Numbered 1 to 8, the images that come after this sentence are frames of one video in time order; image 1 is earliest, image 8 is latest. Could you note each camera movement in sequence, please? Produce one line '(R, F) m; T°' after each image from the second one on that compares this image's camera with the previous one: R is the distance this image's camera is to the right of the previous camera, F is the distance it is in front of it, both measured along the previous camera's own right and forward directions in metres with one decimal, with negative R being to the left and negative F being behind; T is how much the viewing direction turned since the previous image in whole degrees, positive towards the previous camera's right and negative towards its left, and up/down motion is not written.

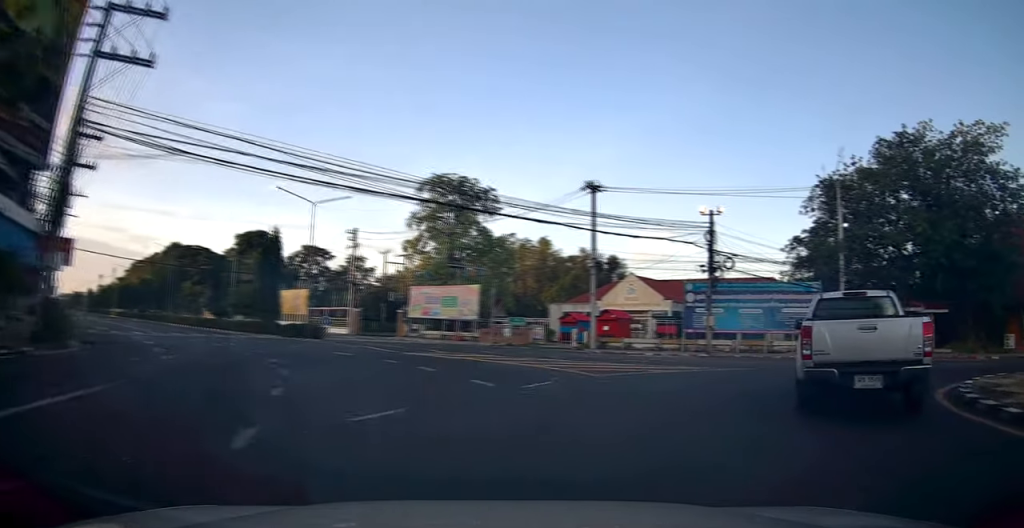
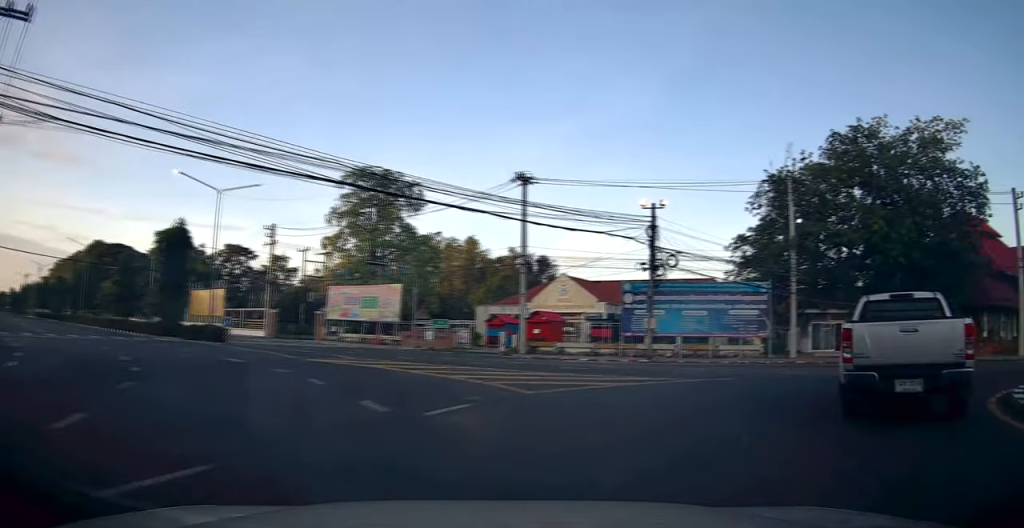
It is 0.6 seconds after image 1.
(+0.2, +3.3) m; +7°
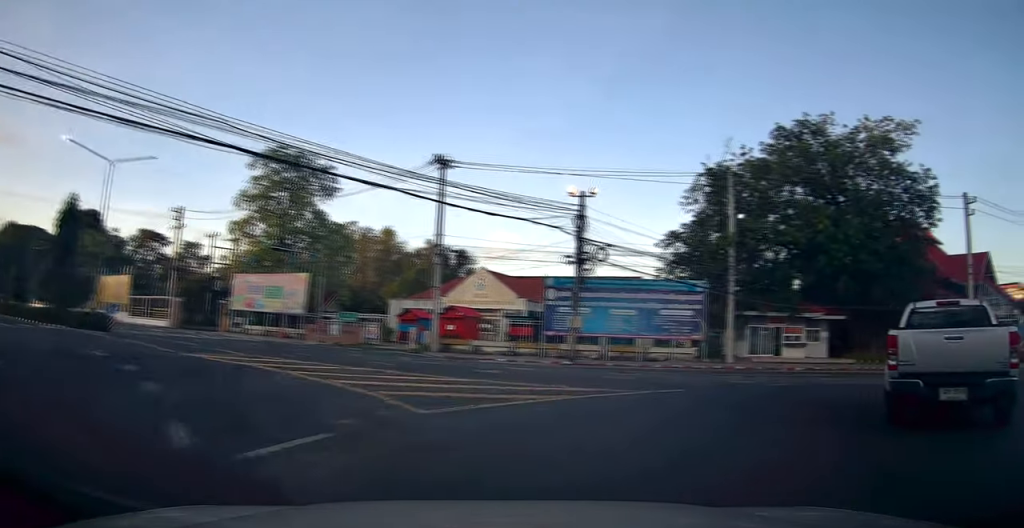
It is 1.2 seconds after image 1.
(+0.3, +3.2) m; +7°
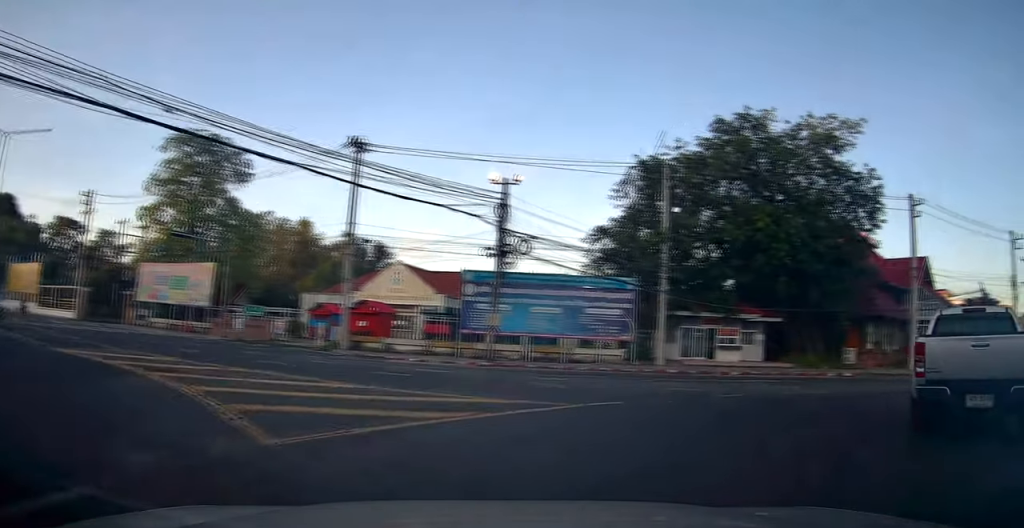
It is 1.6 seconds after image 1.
(+0.1, +2.5) m; +7°
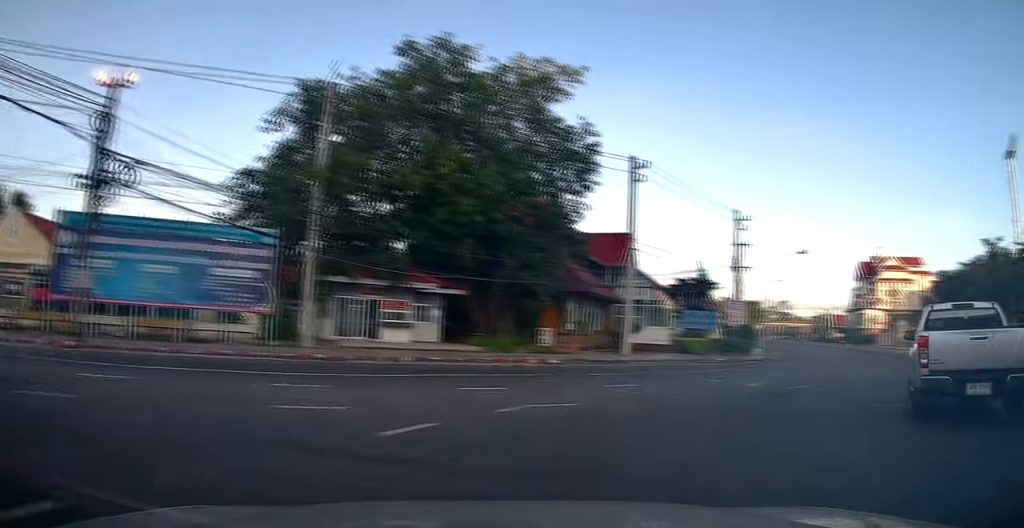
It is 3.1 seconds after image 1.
(+1.9, +7.6) m; +32°
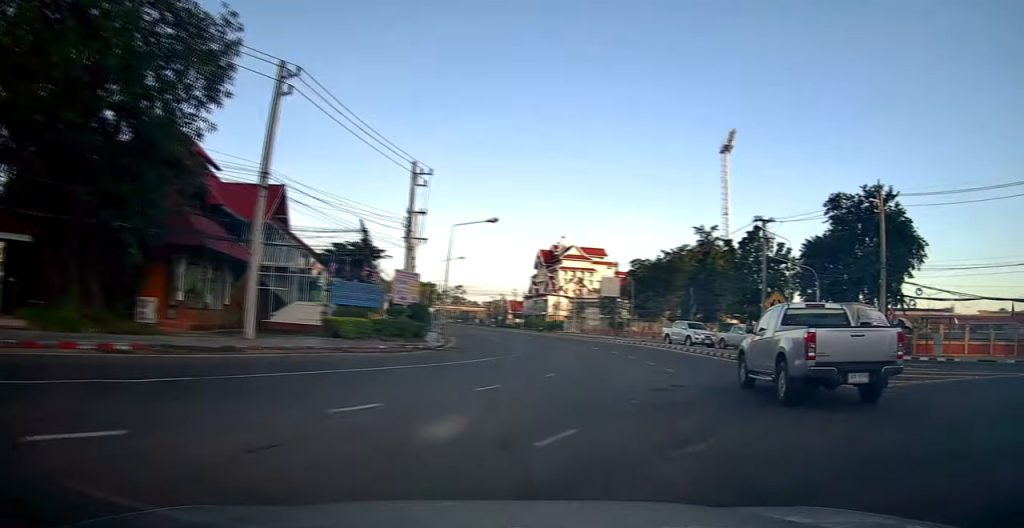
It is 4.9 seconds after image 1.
(+3.1, +9.2) m; +32°
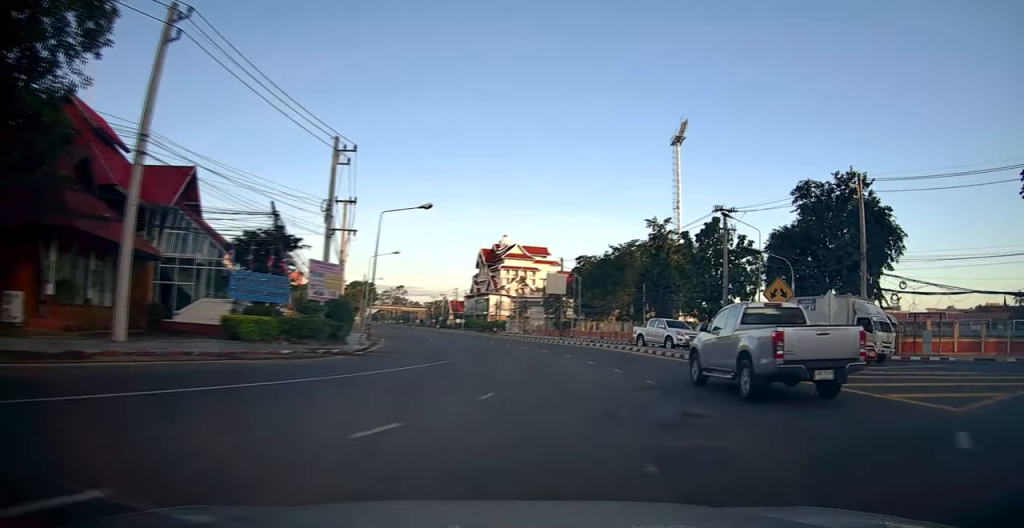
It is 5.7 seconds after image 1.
(+0.5, +4.9) m; +8°
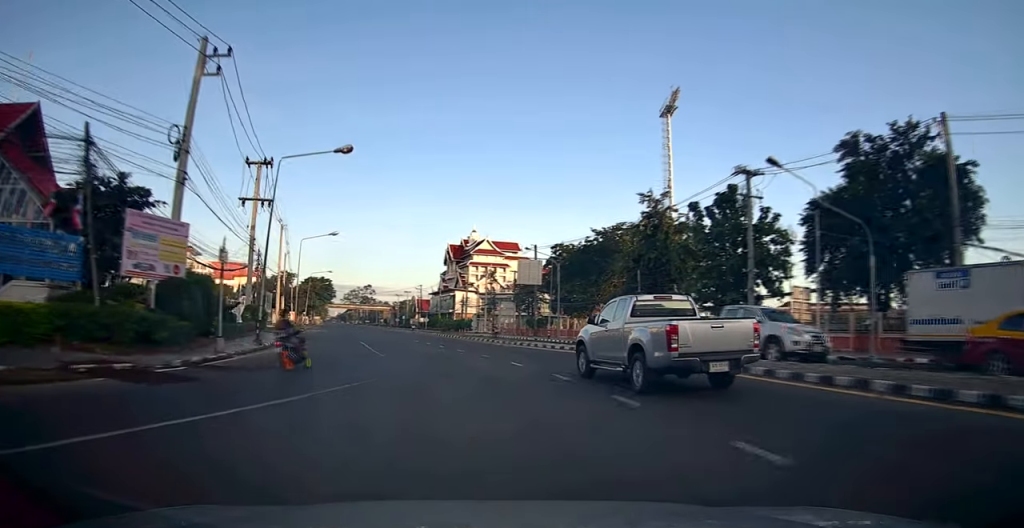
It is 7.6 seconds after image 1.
(+1.0, +12.4) m; +6°
